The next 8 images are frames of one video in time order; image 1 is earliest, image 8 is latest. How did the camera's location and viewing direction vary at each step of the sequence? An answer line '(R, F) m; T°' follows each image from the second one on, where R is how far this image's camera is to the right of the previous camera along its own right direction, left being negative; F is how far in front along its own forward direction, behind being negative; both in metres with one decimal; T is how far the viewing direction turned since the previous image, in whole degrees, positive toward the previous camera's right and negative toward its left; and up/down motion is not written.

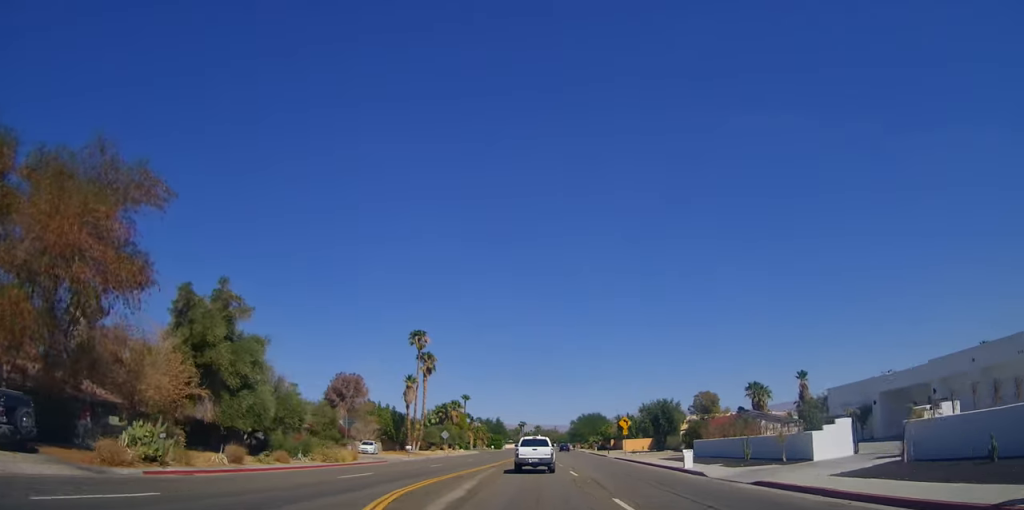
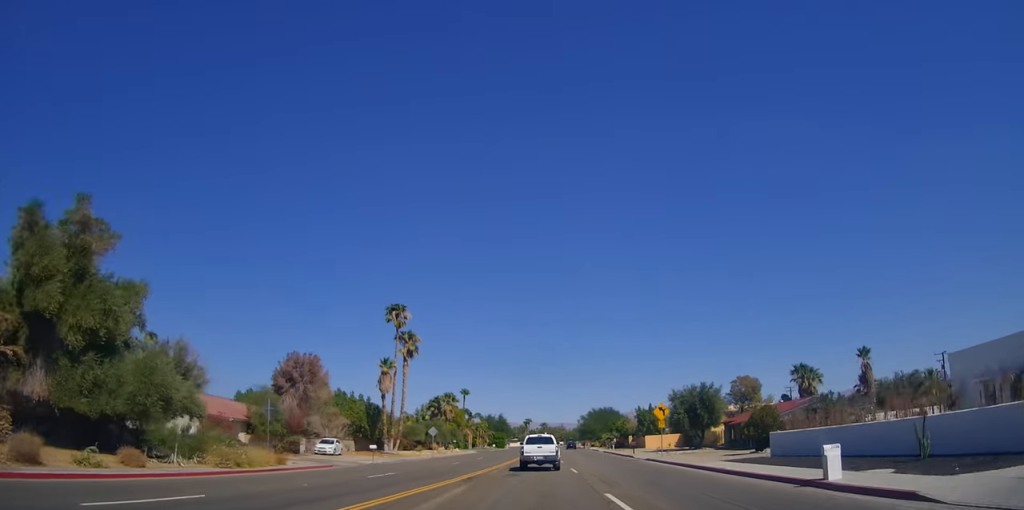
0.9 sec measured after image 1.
(0.0, +14.2) m; 0°
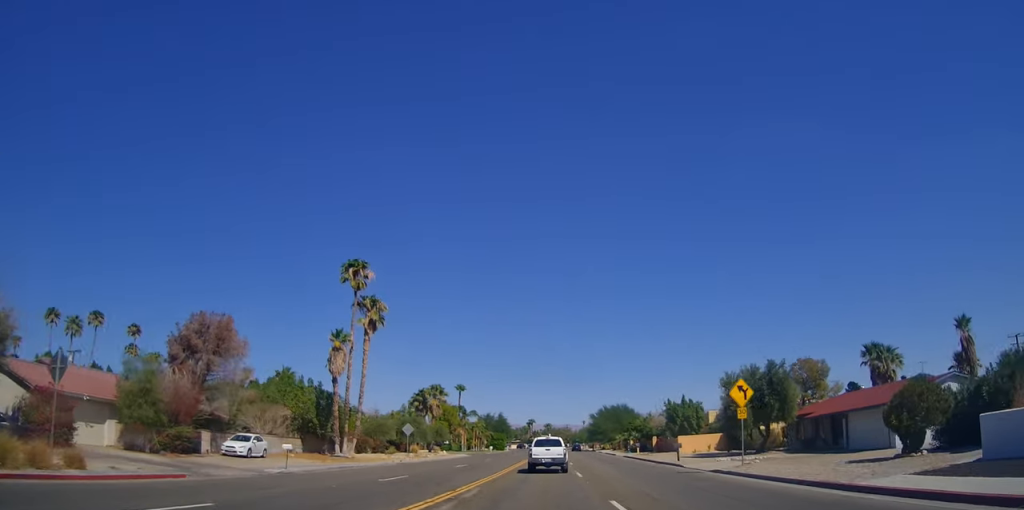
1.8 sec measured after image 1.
(0.0, +15.8) m; 0°
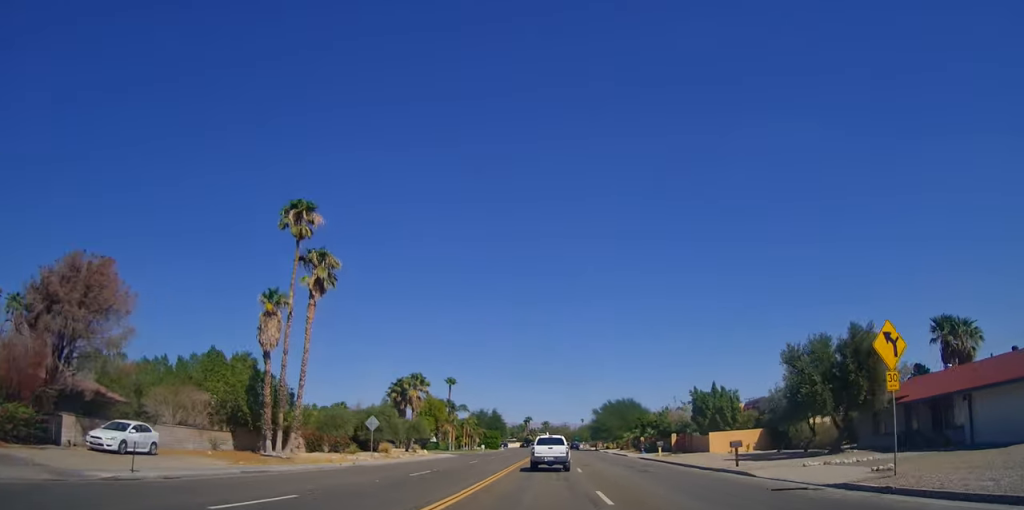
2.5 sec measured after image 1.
(0.0, +11.4) m; -1°
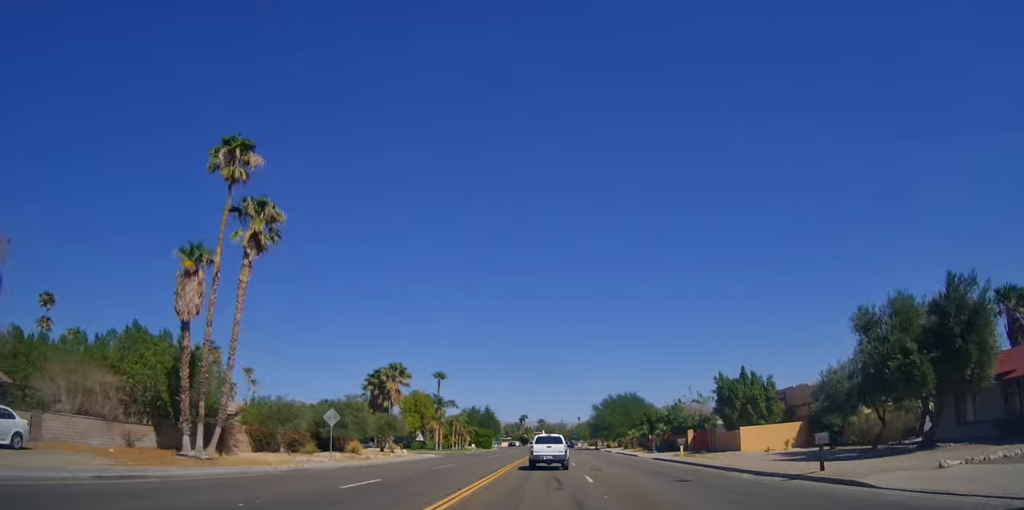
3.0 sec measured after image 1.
(0.0, +8.2) m; 0°
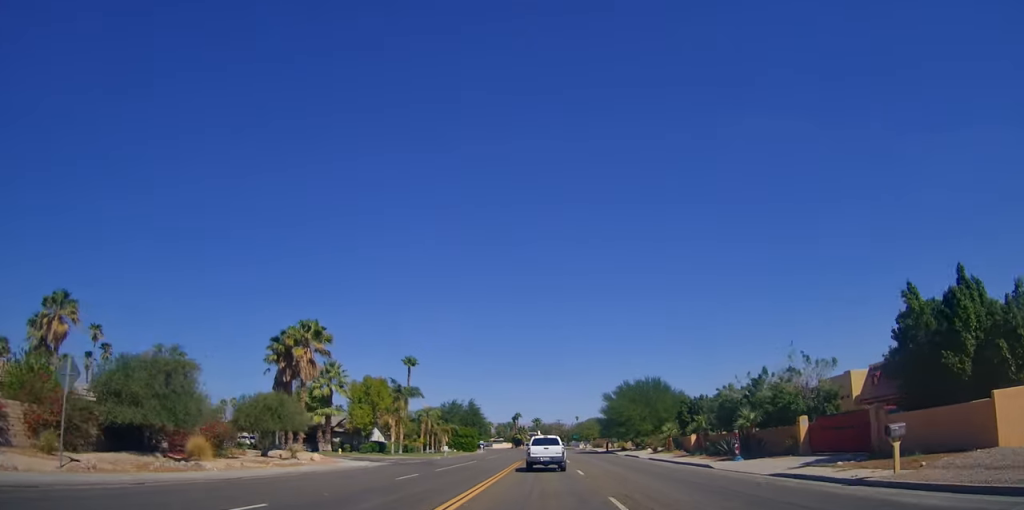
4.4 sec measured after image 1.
(-0.3, +23.1) m; 0°
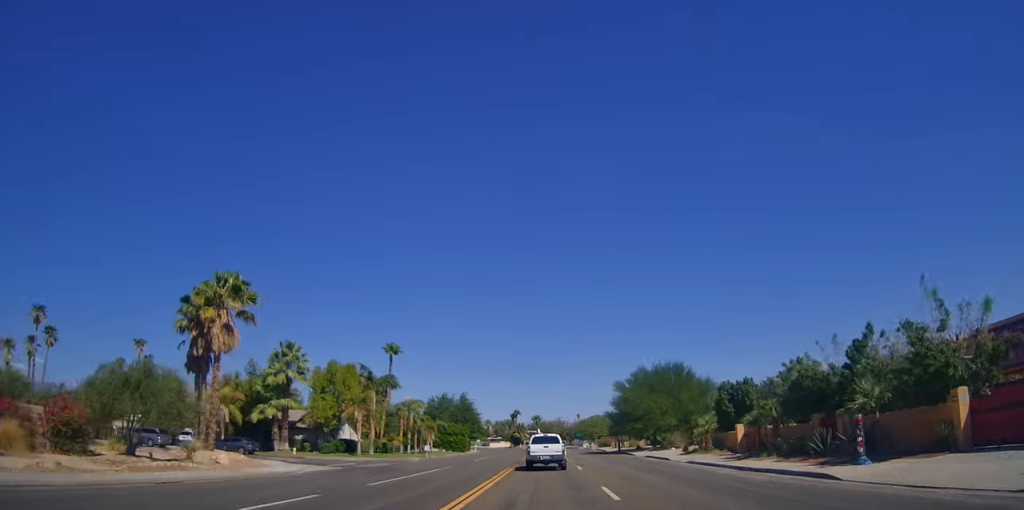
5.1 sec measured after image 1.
(0.0, +11.6) m; +1°
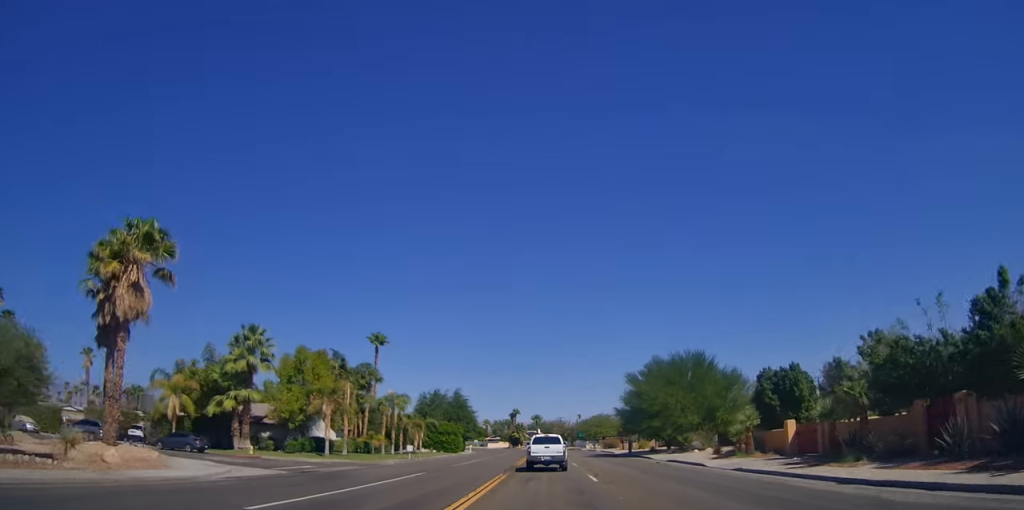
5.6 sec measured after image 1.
(+0.1, +7.8) m; 0°
